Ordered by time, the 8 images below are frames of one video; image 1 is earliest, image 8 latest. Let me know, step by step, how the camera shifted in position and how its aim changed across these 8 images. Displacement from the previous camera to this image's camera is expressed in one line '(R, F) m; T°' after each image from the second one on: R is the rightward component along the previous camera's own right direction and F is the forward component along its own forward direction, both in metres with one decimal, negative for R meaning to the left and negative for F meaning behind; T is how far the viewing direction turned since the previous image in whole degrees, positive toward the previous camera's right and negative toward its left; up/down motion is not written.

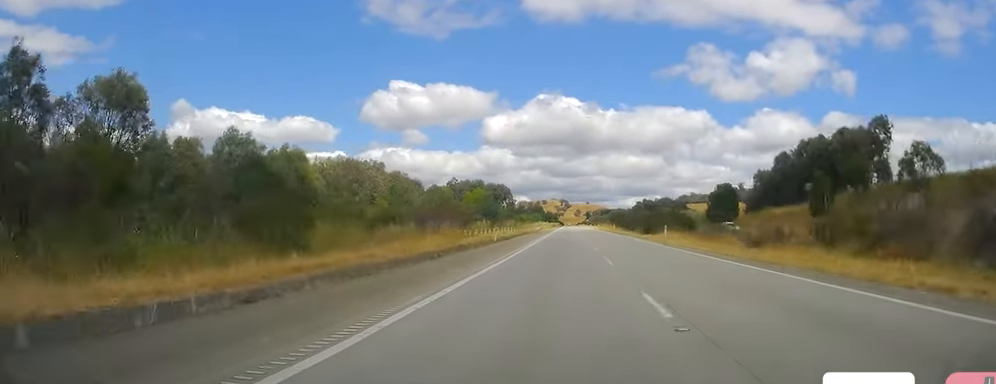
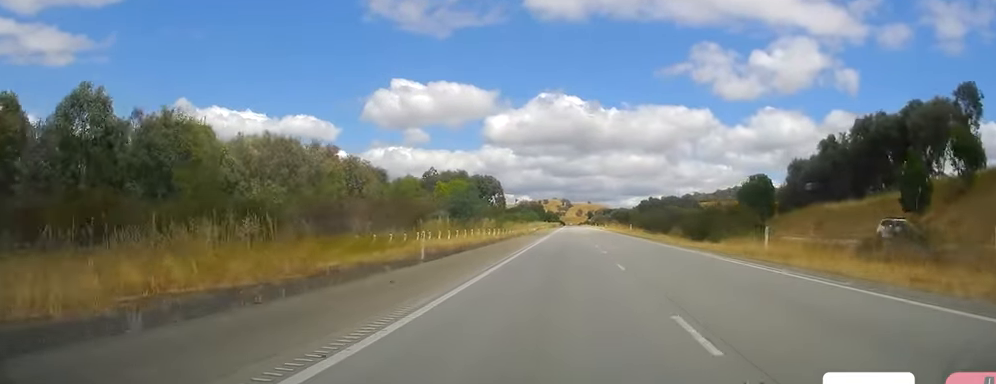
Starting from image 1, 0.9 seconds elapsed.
(0.0, +26.9) m; 0°
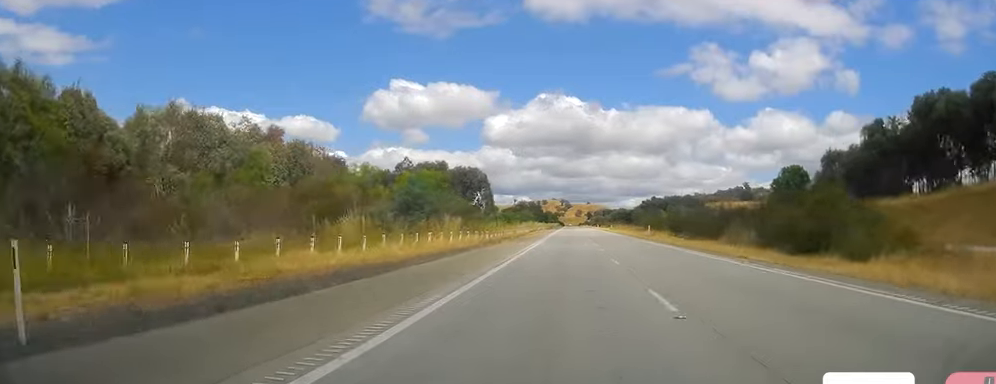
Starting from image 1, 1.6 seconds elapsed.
(0.0, +20.1) m; 0°
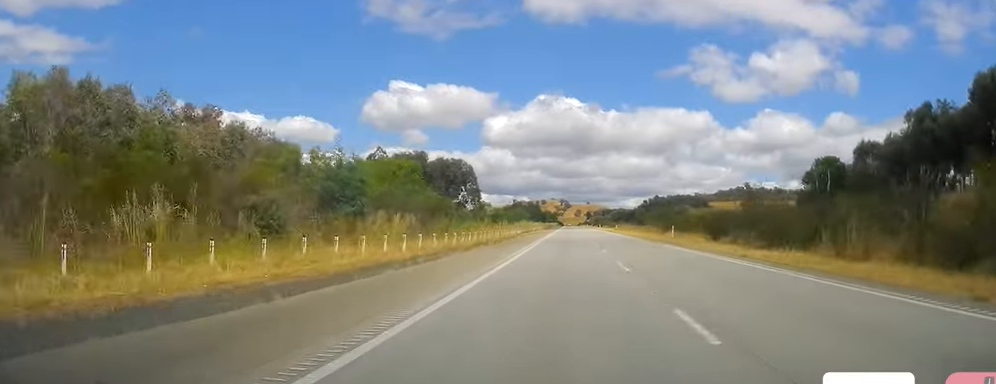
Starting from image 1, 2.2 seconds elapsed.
(0.0, +15.4) m; 0°
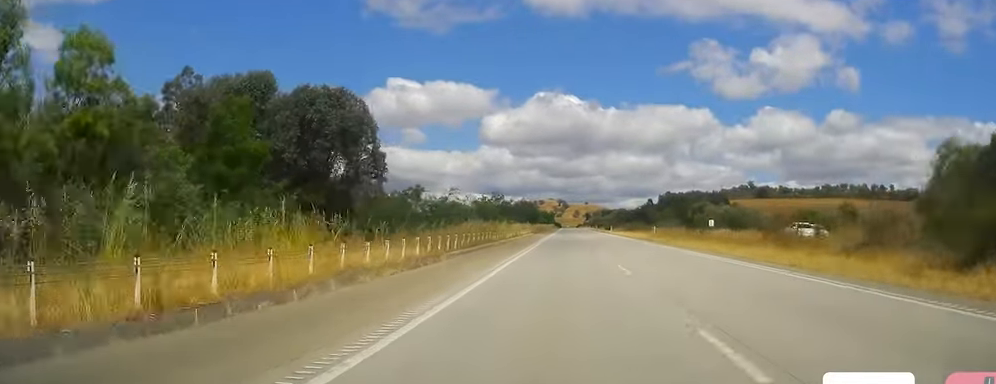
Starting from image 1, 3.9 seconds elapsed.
(0.0, +50.0) m; +1°
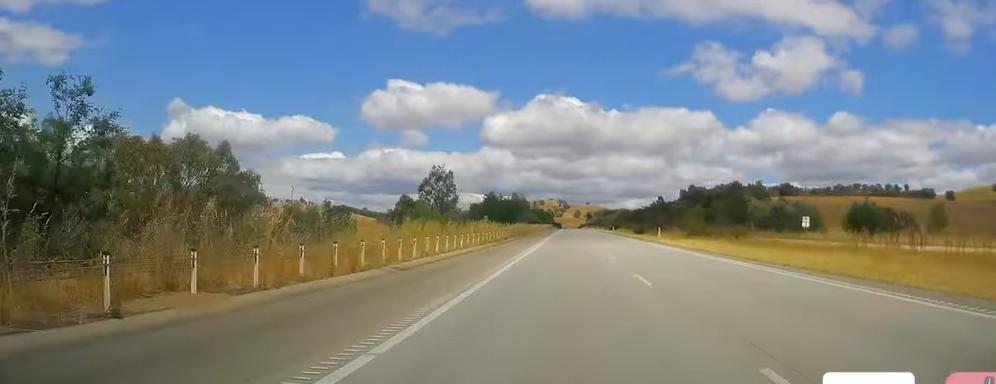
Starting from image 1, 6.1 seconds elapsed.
(+0.6, +62.3) m; 0°
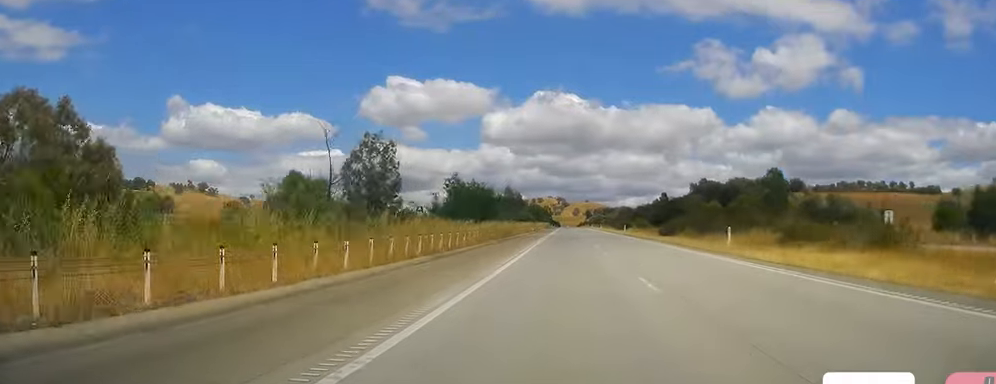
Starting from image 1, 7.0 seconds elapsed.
(-0.2, +25.9) m; 0°
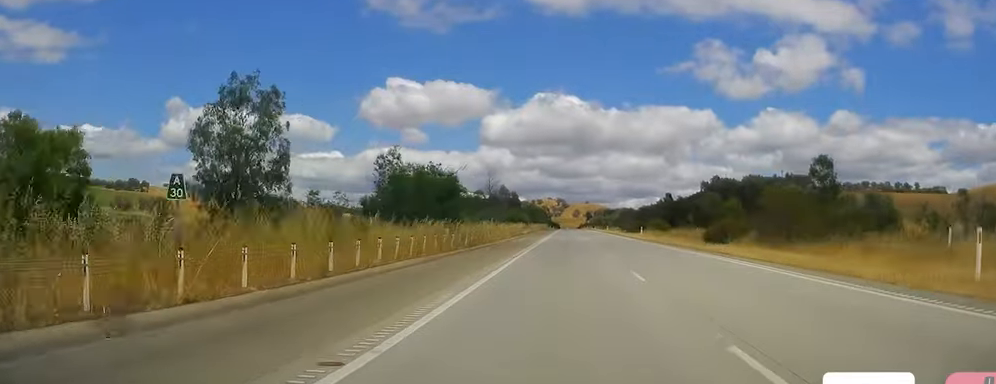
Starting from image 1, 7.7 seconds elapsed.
(0.0, +21.2) m; 0°
